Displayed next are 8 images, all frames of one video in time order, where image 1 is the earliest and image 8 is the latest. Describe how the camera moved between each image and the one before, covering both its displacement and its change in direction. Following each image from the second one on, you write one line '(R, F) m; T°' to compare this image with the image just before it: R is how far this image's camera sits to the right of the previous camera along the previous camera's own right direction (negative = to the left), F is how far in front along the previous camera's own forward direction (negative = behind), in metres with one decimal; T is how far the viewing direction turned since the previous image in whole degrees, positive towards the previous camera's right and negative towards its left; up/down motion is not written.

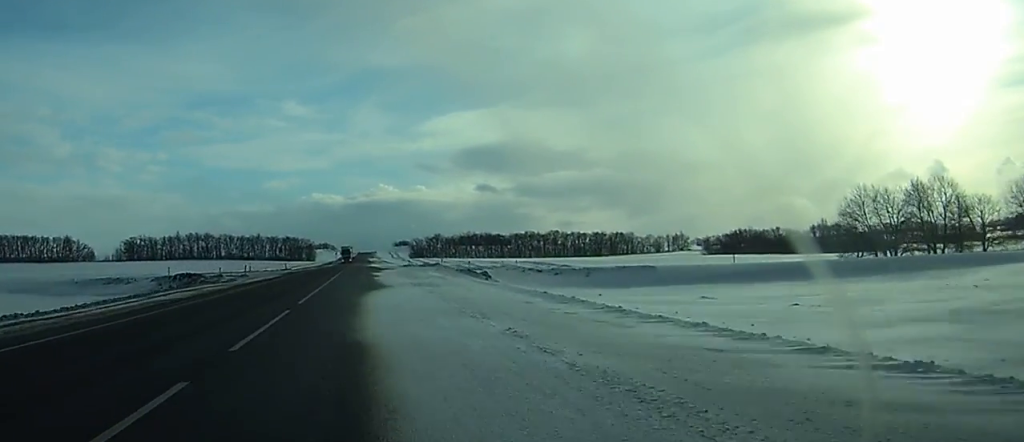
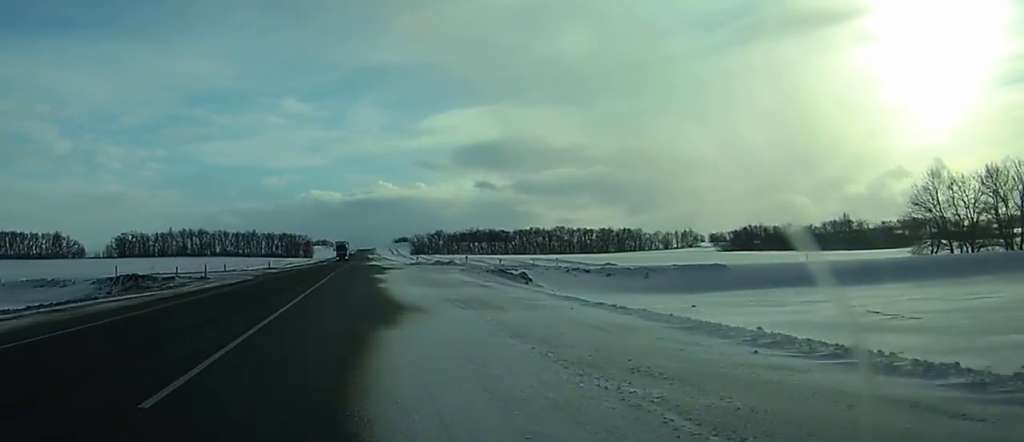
(0.0, +16.6) m; 0°
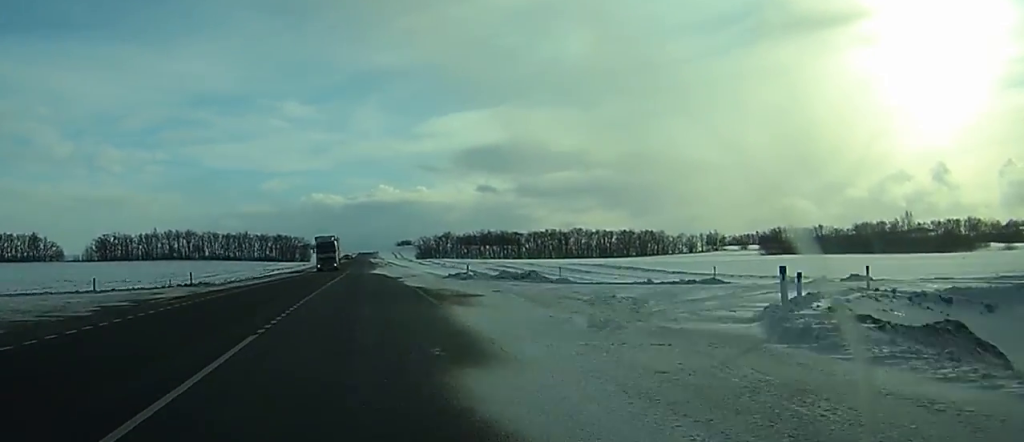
(-0.1, +38.5) m; 0°
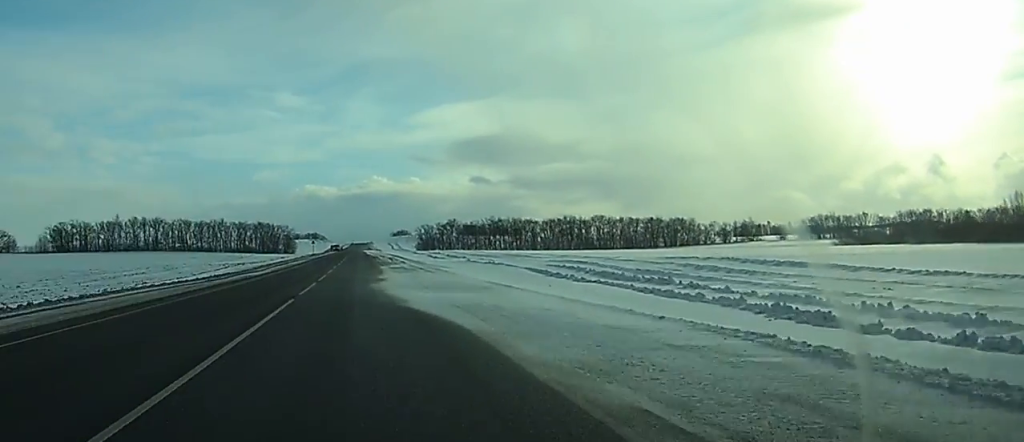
(+0.3, +56.8) m; +1°
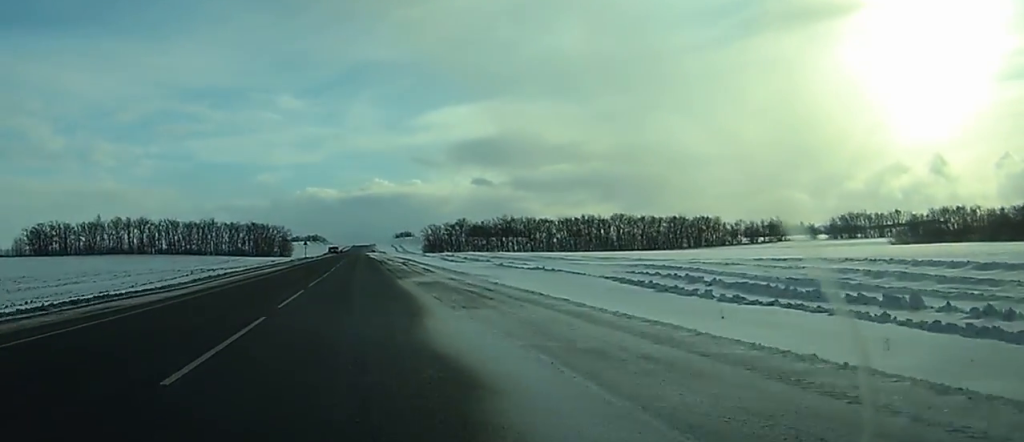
(+0.1, +29.8) m; 0°
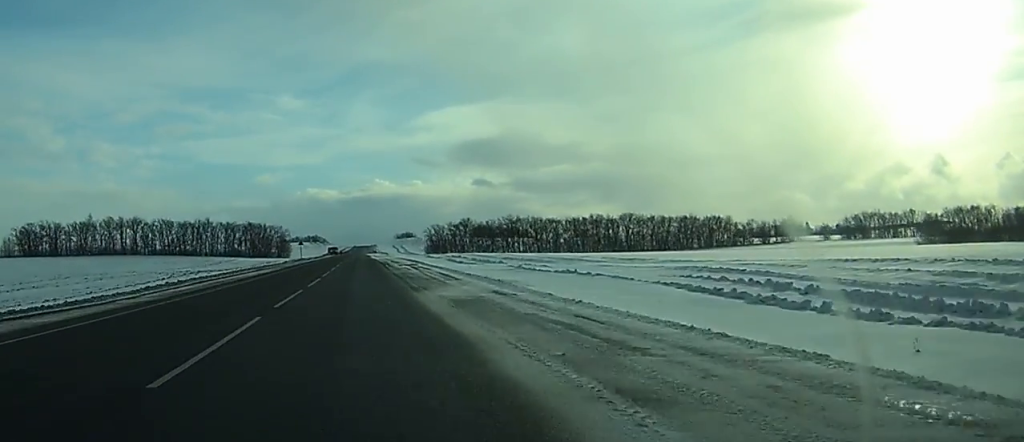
(0.0, +12.3) m; 0°
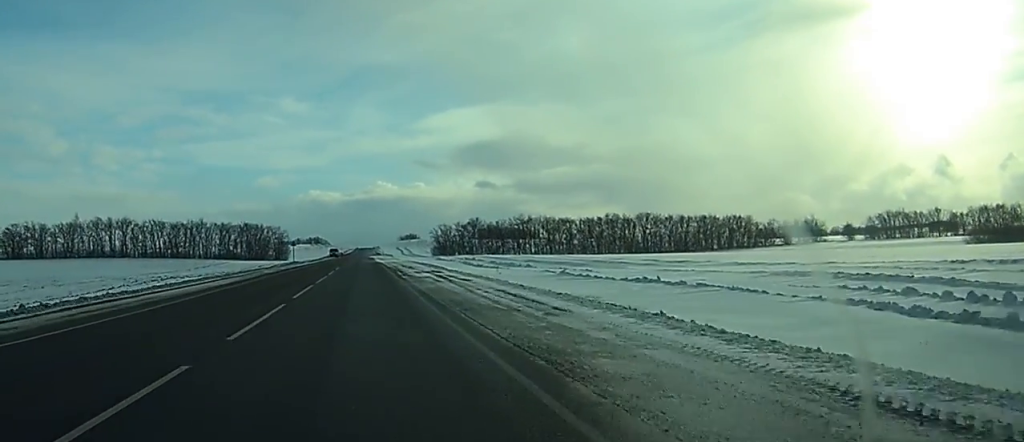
(0.0, +19.4) m; 0°
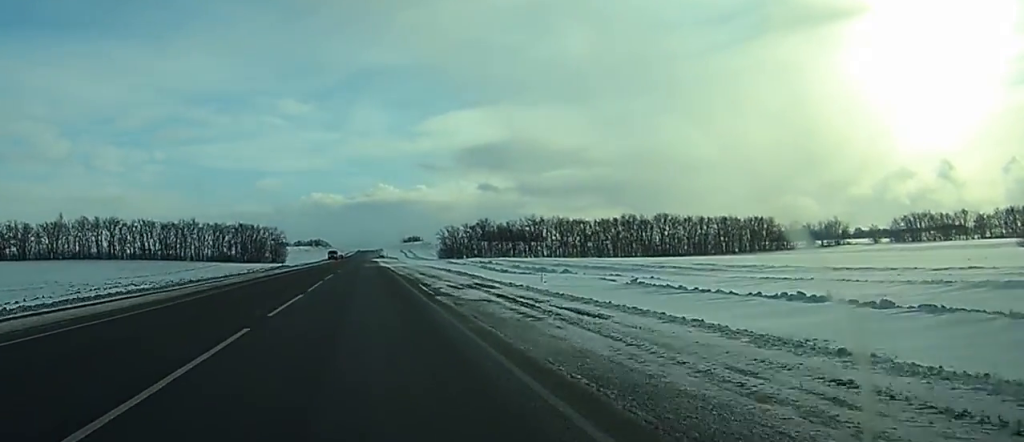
(-0.1, +19.4) m; 0°
